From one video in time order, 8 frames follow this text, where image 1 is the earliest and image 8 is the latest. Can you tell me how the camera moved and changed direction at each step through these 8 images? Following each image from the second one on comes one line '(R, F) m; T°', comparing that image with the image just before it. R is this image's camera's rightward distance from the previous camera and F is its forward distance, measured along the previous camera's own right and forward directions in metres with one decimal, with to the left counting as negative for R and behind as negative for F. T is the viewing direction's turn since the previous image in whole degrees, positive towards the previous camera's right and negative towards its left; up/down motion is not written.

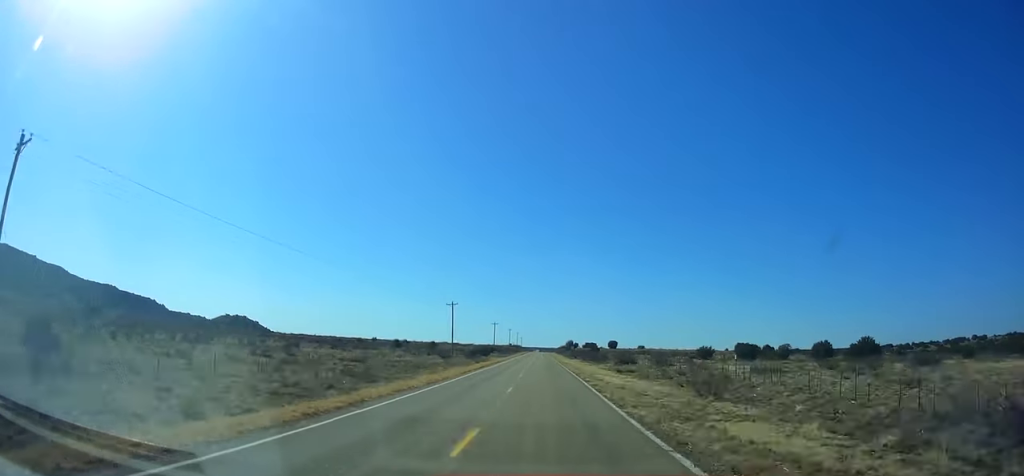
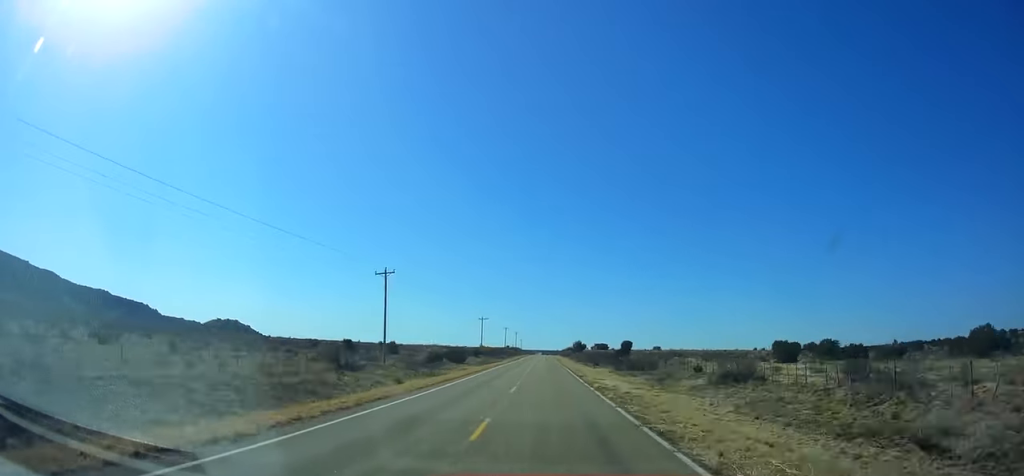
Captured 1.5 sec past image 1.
(-0.8, +47.5) m; -1°
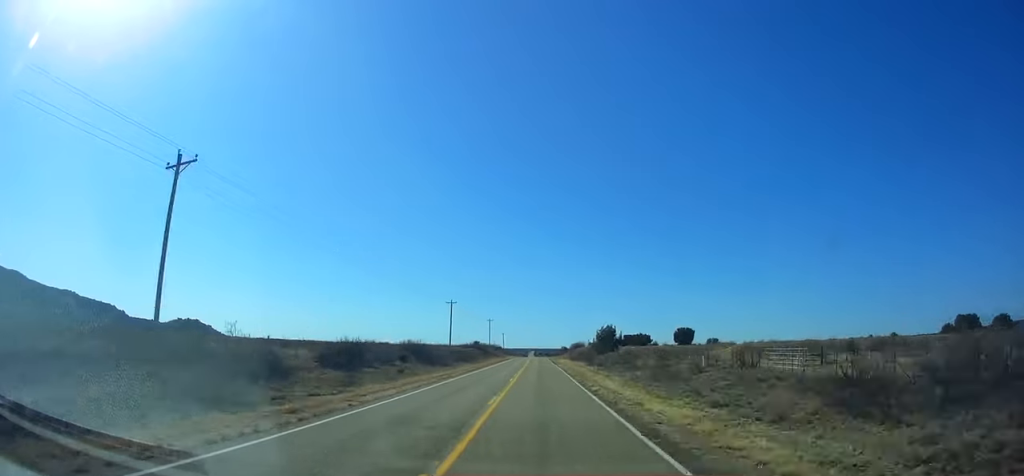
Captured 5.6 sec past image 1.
(-0.4, +129.7) m; 0°
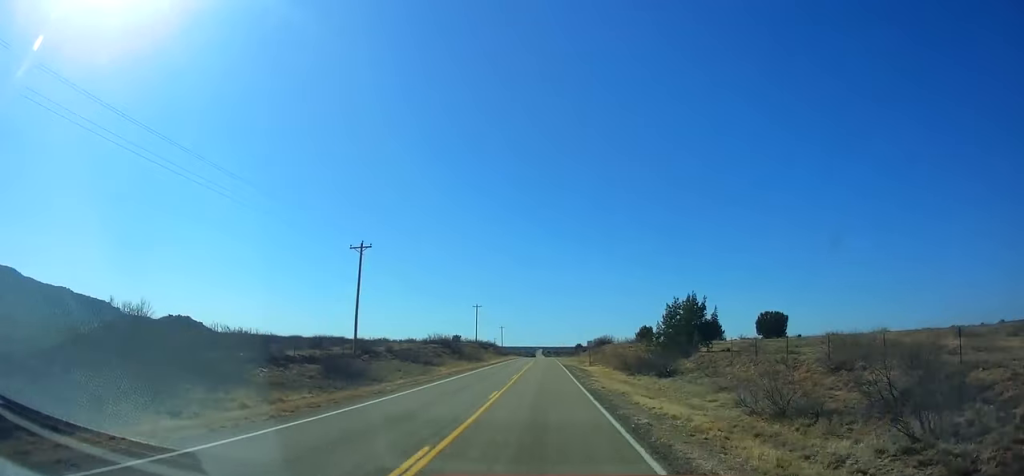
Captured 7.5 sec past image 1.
(+0.3, +60.0) m; 0°
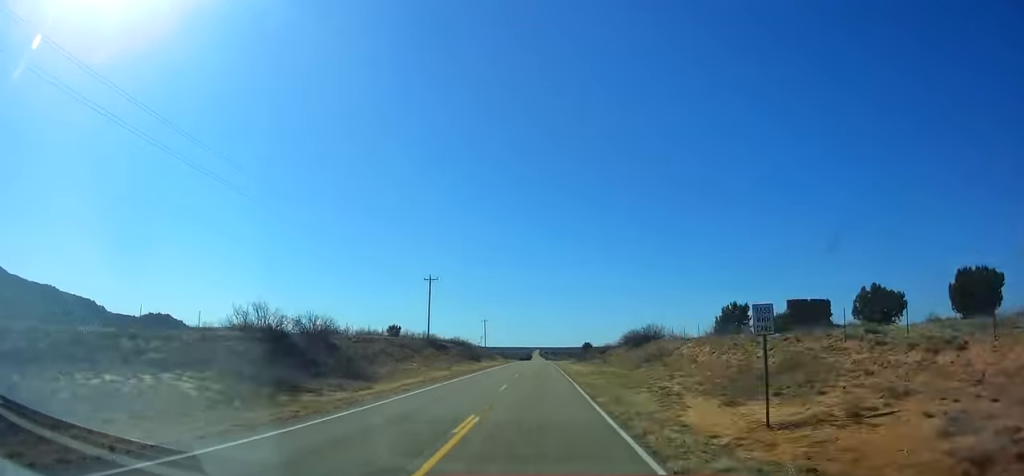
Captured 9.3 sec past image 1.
(-0.4, +56.7) m; 0°
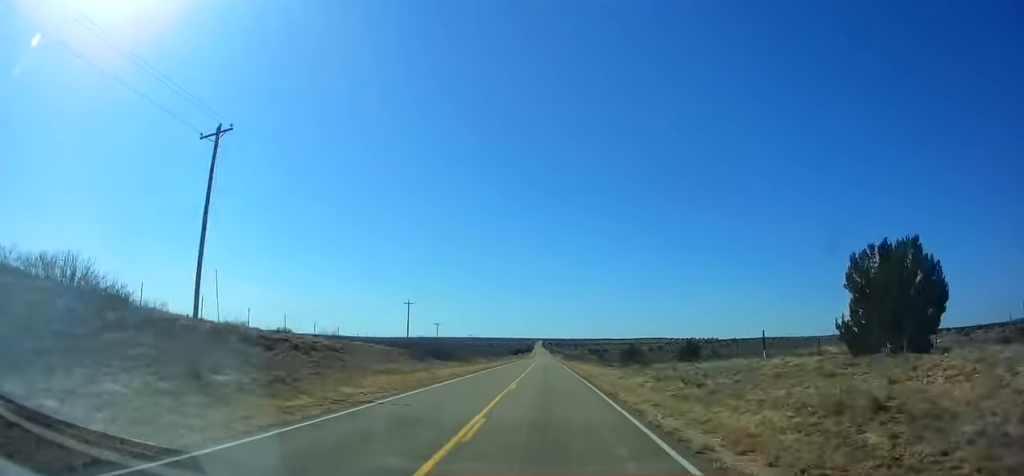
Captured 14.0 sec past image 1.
(-0.3, +146.5) m; 0°
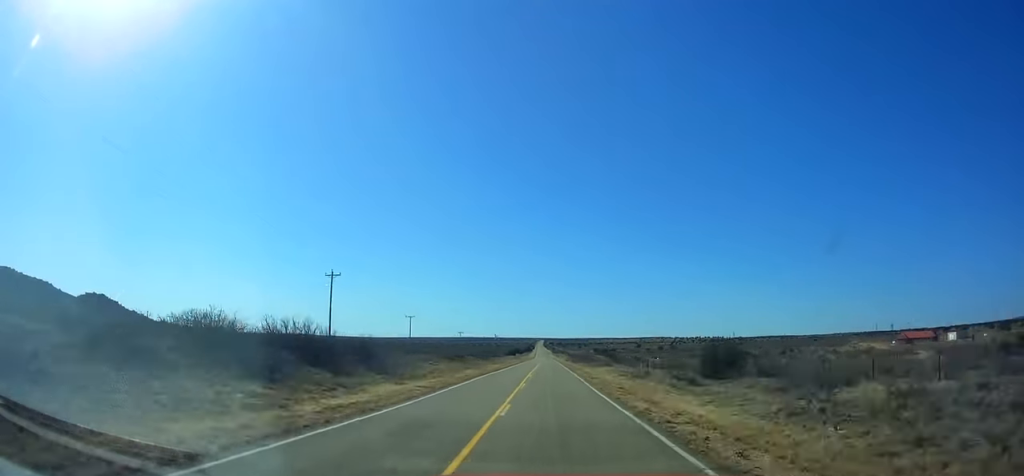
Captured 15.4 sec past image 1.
(0.0, +42.8) m; 0°
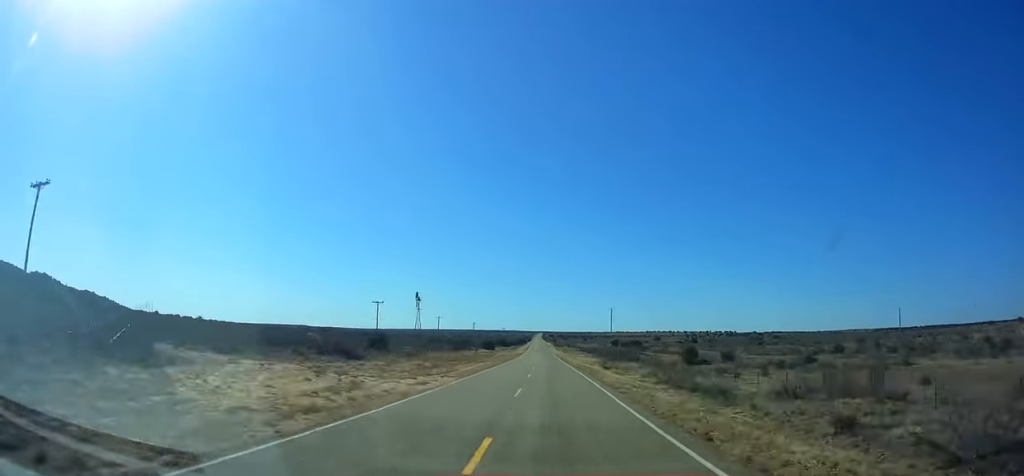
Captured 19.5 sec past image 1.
(0.0, +121.6) m; 0°
